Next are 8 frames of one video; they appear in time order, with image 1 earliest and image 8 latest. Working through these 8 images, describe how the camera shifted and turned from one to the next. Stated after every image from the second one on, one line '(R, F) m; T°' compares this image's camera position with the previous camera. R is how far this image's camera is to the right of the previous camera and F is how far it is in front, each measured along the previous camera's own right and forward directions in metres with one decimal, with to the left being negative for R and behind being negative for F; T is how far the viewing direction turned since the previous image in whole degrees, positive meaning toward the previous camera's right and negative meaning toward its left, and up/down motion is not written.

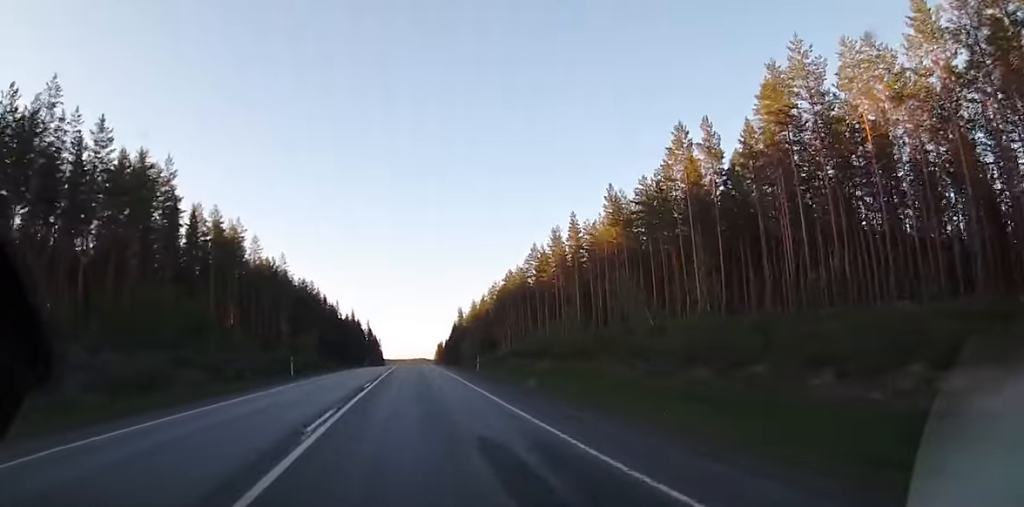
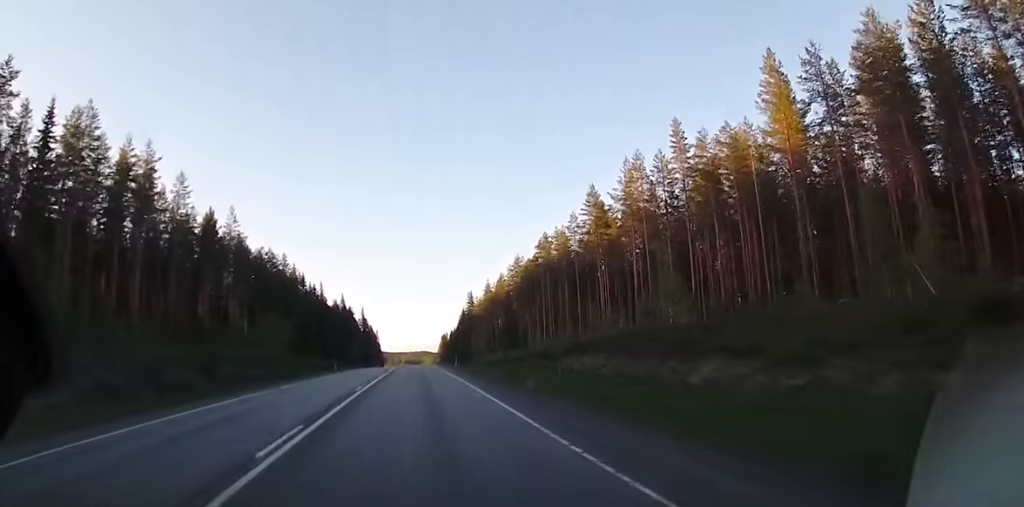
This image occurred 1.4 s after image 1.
(-1.0, +38.0) m; -1°
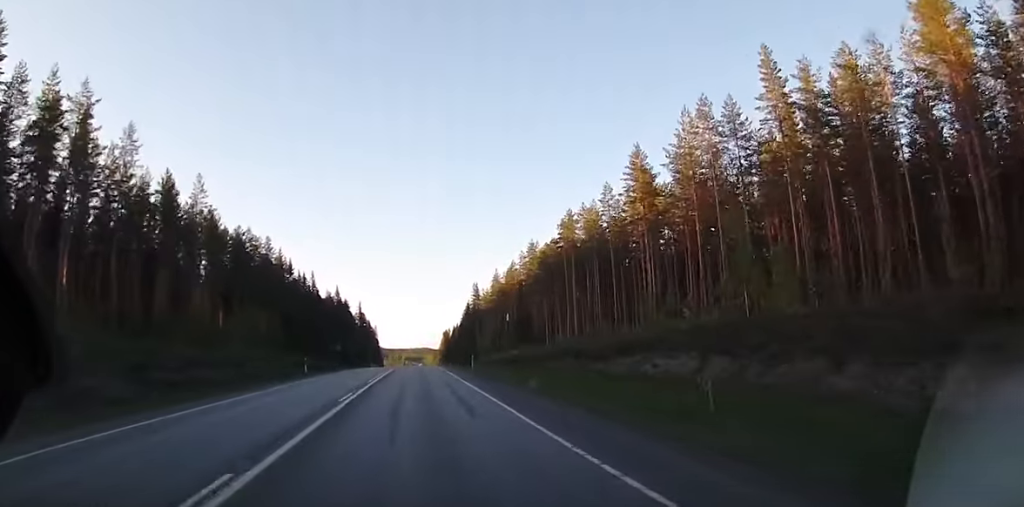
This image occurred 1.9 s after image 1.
(+0.1, +16.0) m; 0°
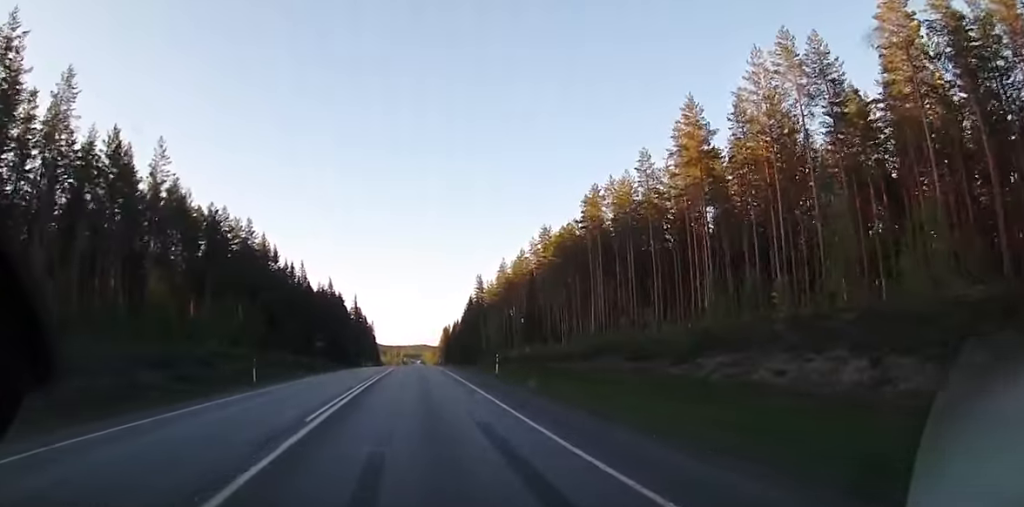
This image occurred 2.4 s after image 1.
(0.0, +13.2) m; 0°
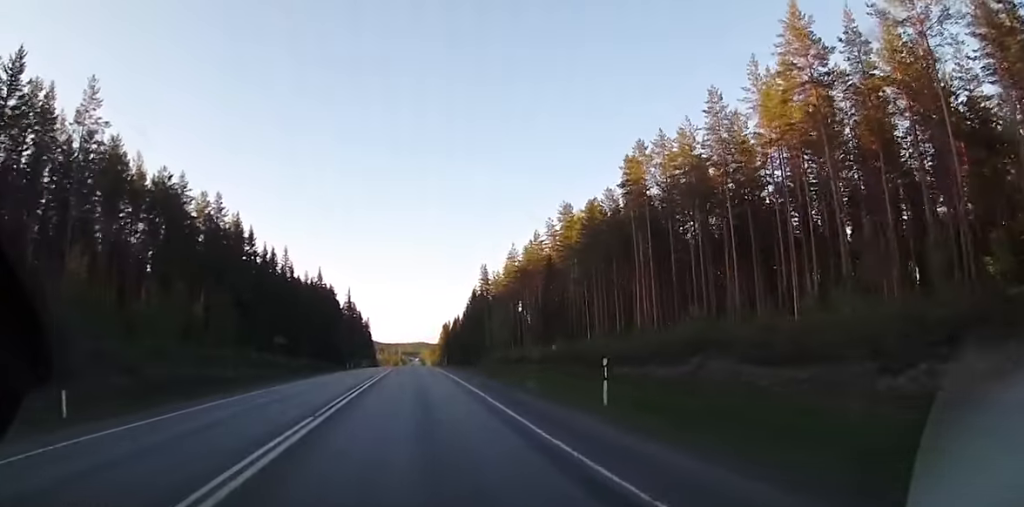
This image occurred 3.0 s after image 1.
(0.0, +16.5) m; 0°
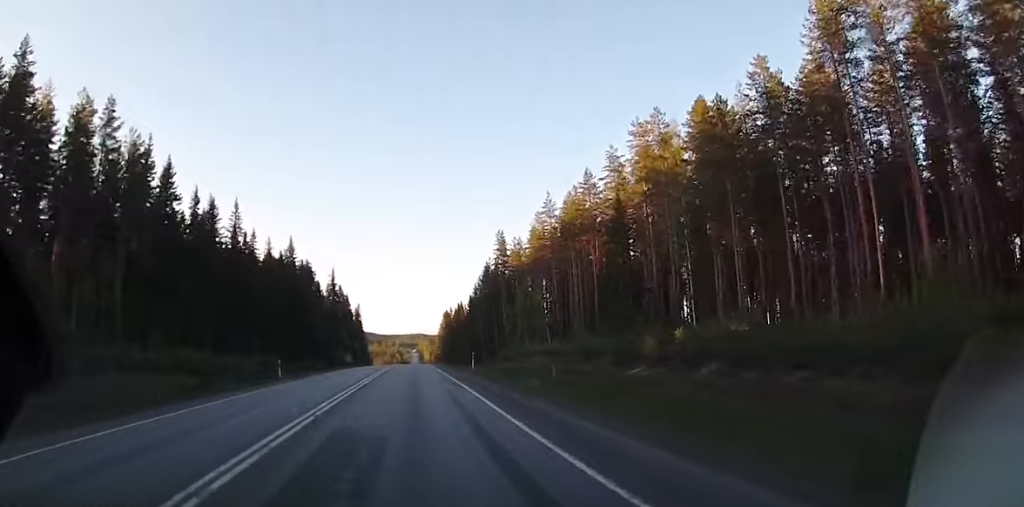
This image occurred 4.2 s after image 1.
(-0.3, +34.9) m; -1°
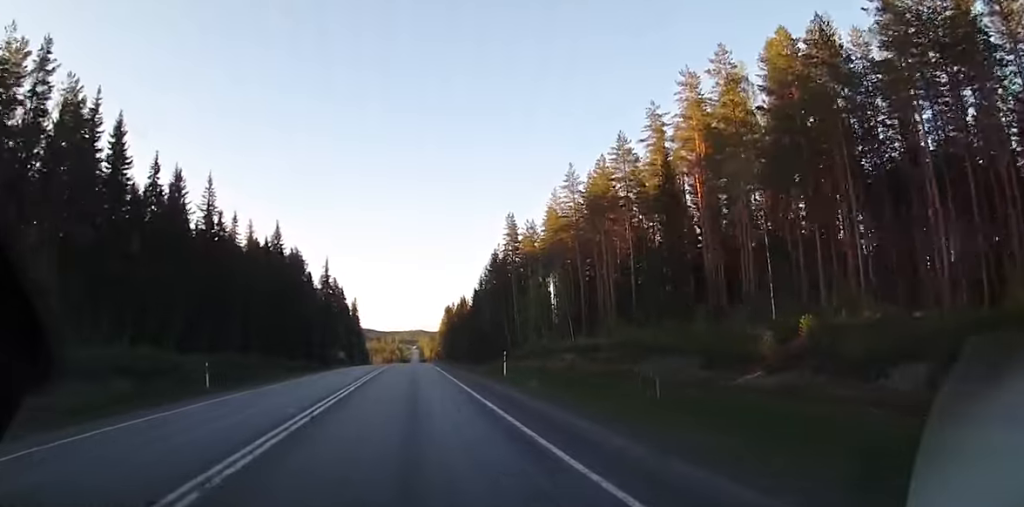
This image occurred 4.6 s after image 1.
(-0.1, +12.9) m; 0°
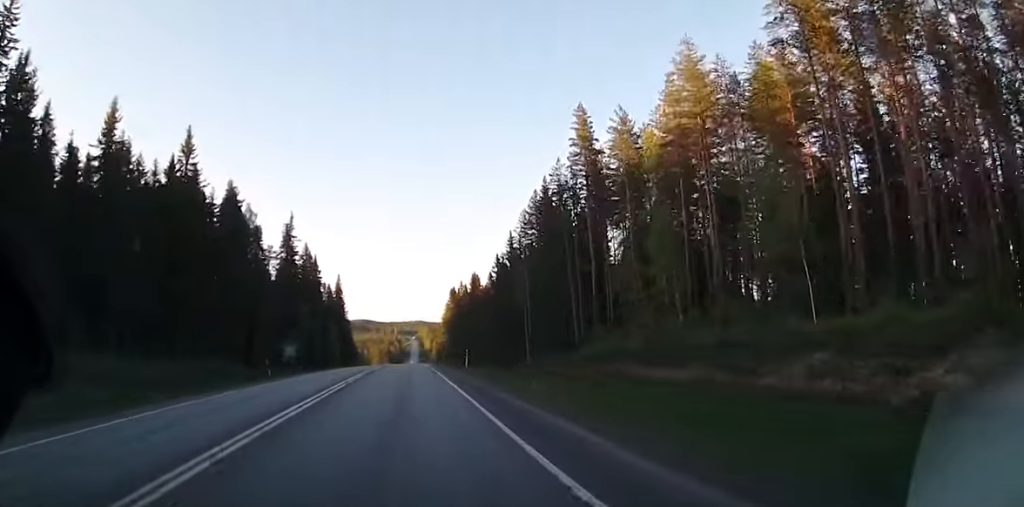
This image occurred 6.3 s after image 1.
(0.0, +47.5) m; 0°
